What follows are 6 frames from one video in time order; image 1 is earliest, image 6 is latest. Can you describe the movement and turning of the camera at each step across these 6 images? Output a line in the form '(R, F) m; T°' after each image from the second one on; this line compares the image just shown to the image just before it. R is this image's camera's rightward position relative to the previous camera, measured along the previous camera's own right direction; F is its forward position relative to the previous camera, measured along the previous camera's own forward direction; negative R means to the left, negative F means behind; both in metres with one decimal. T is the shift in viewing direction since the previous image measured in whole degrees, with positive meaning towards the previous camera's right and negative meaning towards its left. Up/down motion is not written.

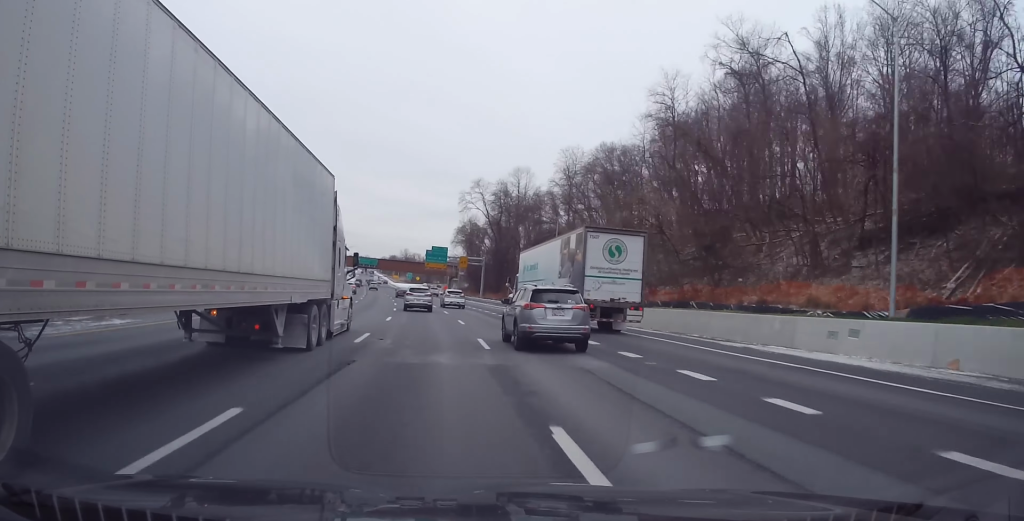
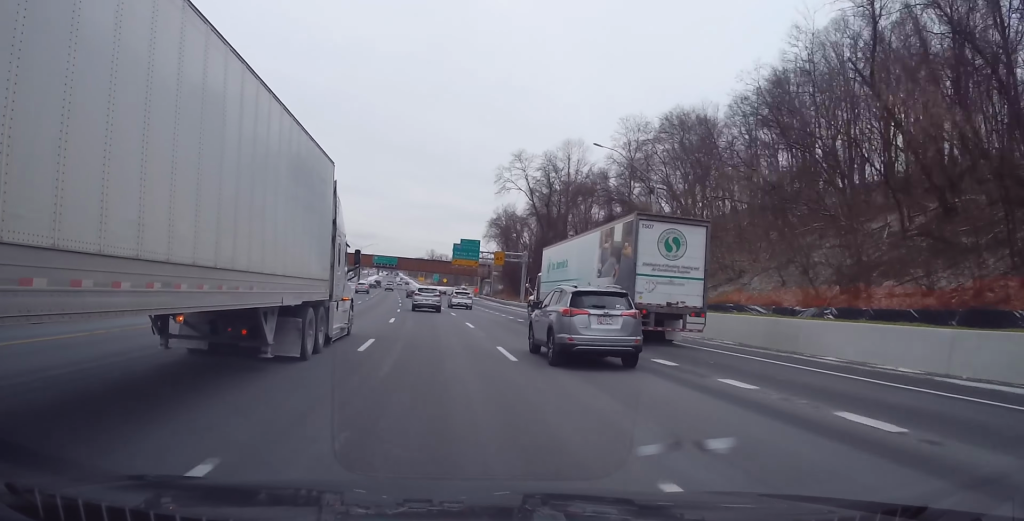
(-0.4, +26.7) m; -2°
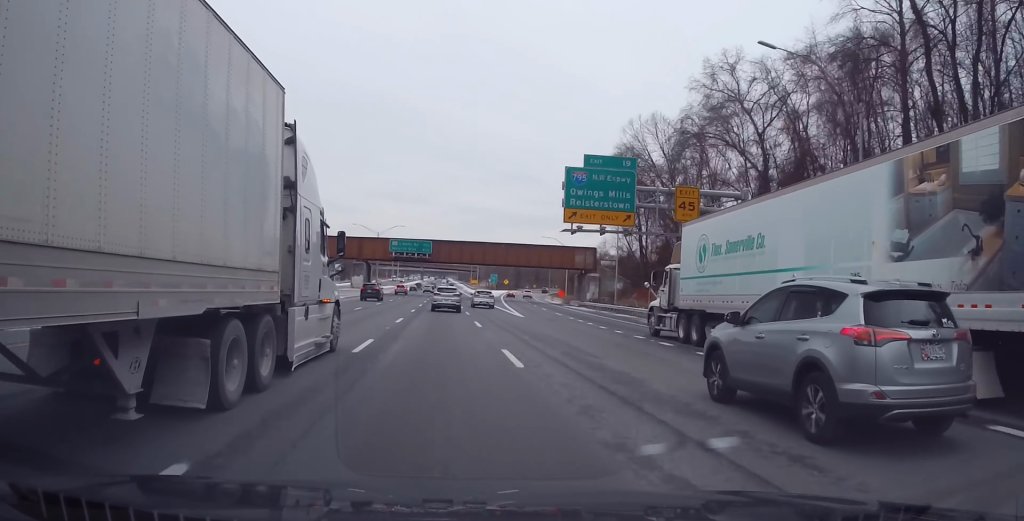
(-3.5, +73.9) m; -4°
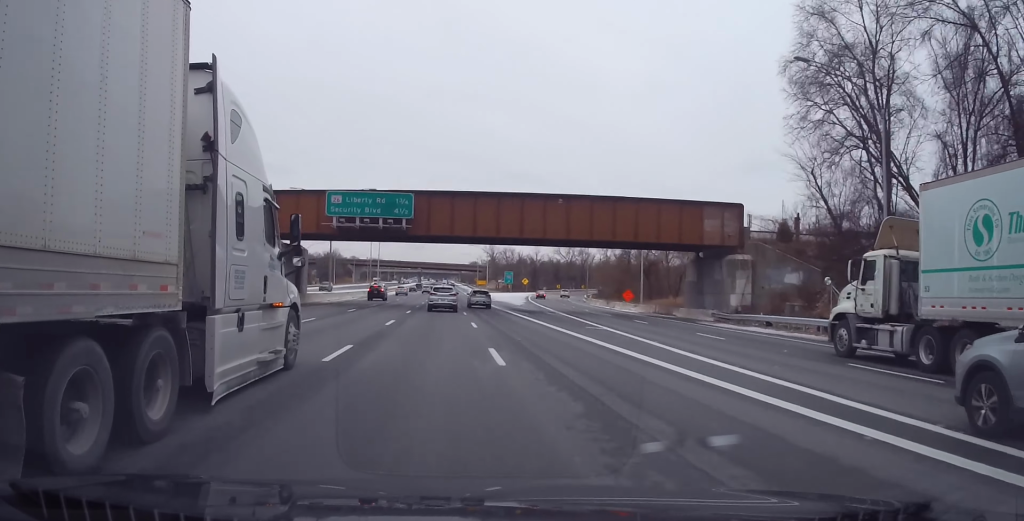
(-0.1, +50.6) m; -1°
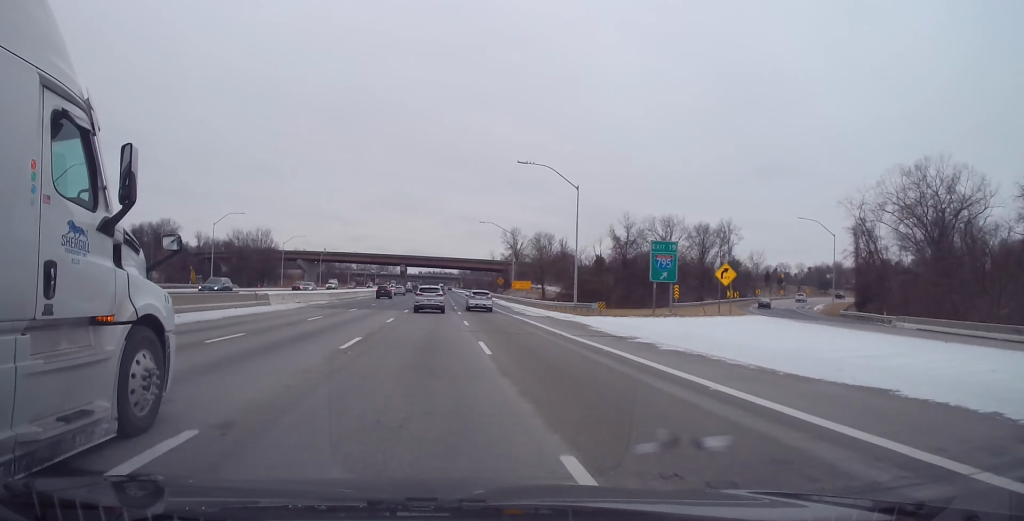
(-0.9, +120.8) m; -1°
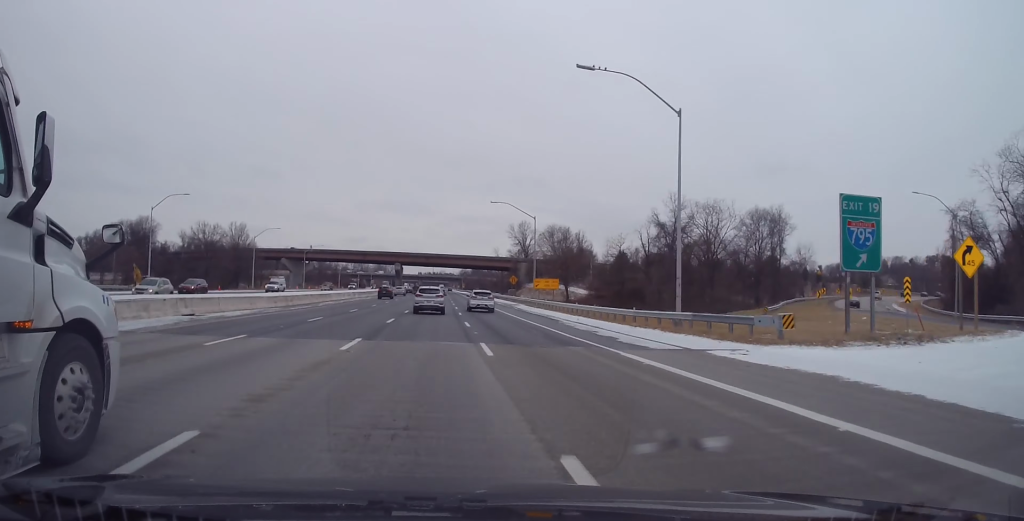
(-0.1, +24.2) m; 0°
